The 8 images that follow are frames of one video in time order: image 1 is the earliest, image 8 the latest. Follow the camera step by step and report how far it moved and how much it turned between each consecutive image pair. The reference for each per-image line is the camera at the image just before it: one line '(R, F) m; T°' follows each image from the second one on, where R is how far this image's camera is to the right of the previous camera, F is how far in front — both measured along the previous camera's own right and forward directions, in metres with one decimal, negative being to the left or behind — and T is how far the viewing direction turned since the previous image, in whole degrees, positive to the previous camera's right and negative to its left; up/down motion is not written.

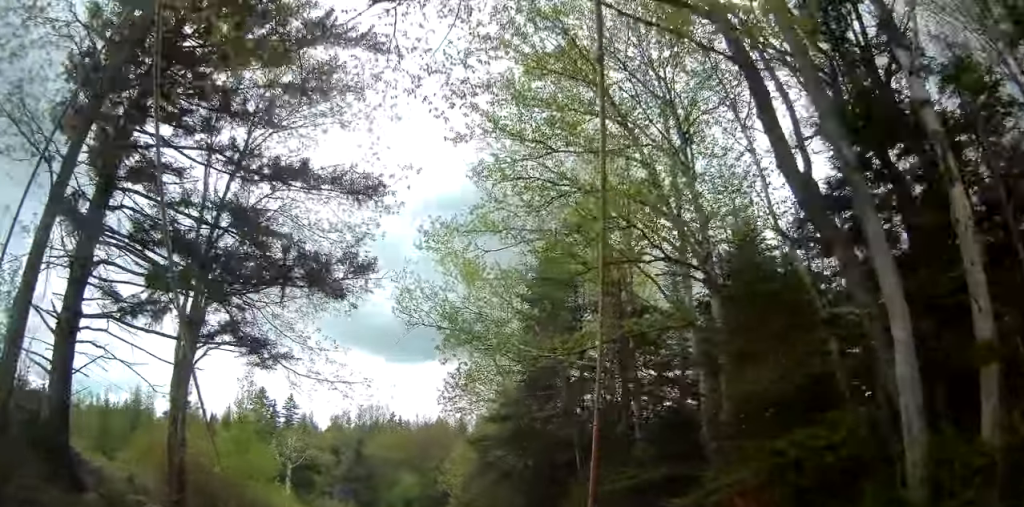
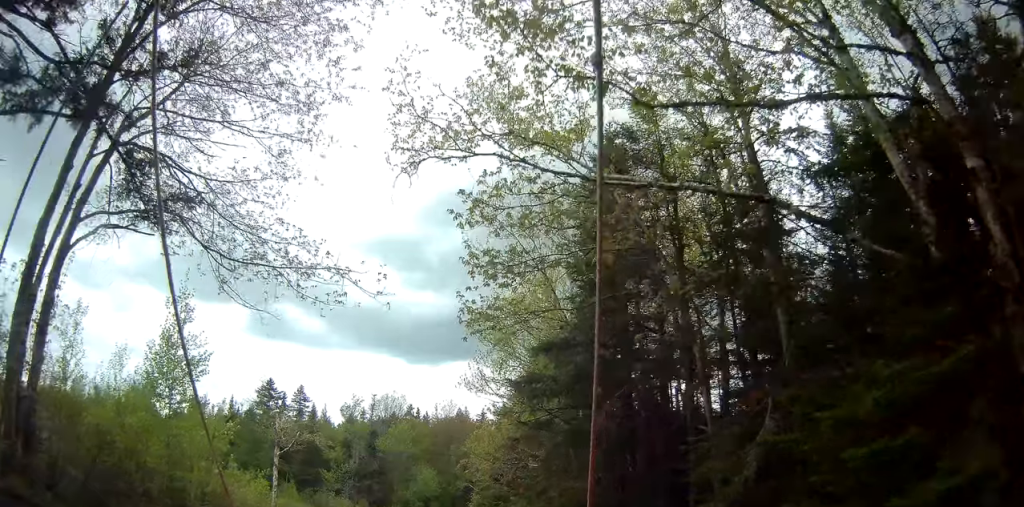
(-0.1, +6.2) m; -2°
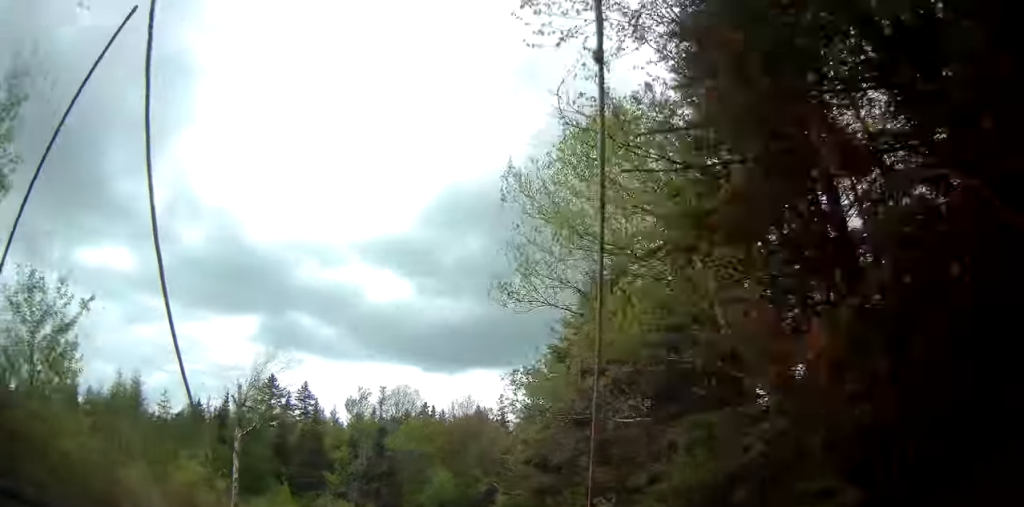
(-0.2, +7.5) m; -2°
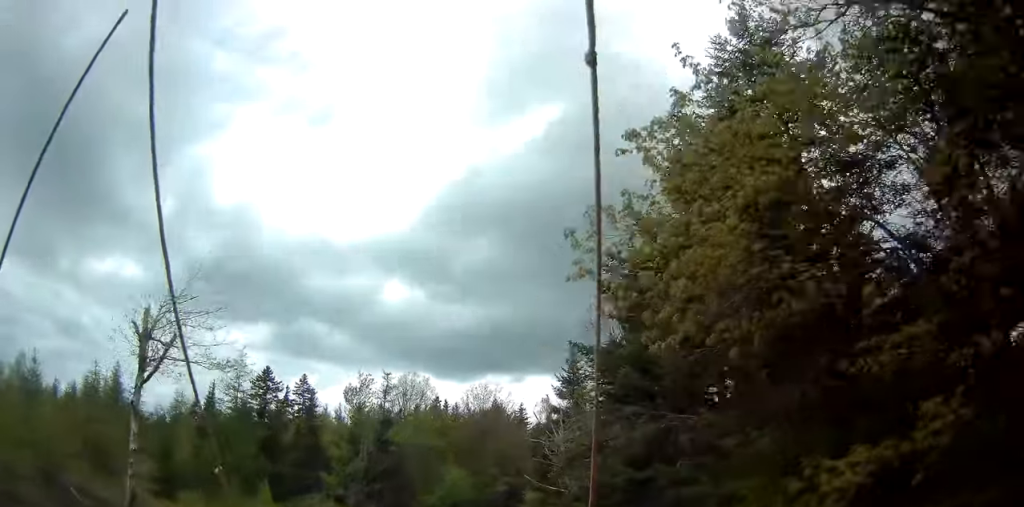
(-0.2, +8.5) m; -2°
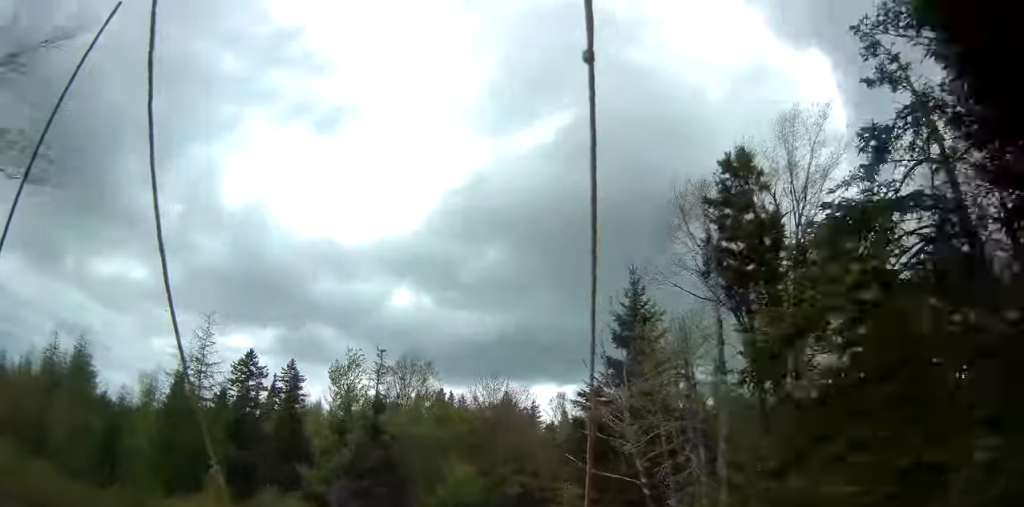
(-0.1, +9.3) m; -2°
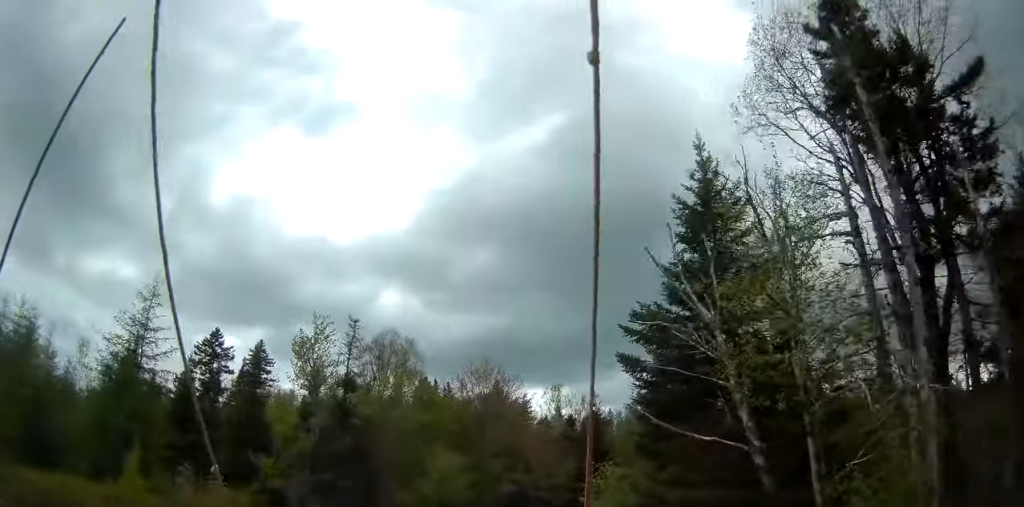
(0.0, +7.2) m; 0°
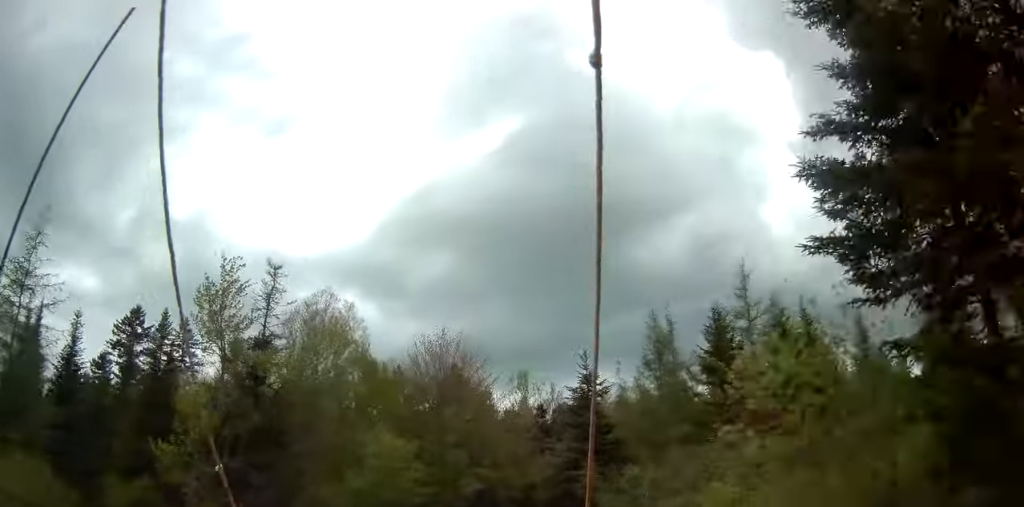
(-0.1, +9.4) m; +3°
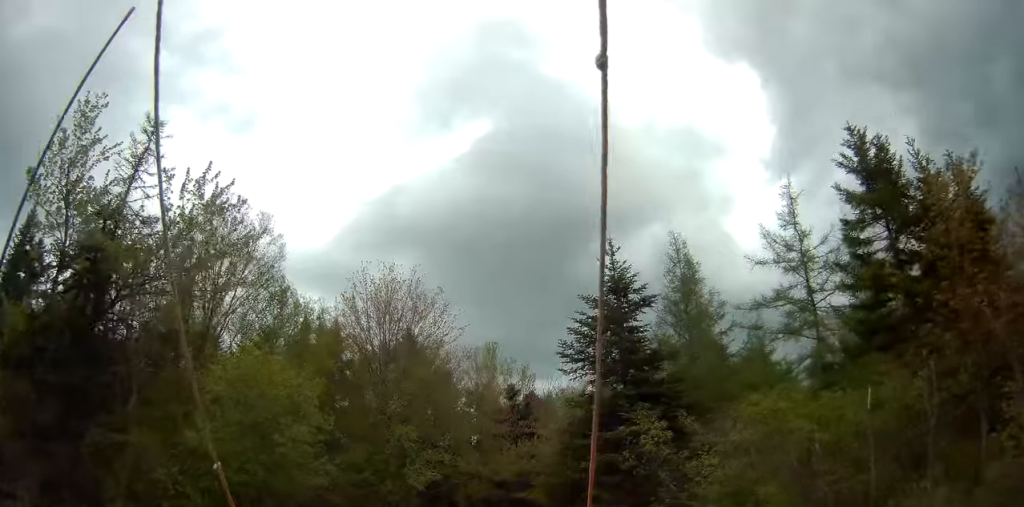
(+0.9, +12.2) m; +6°
